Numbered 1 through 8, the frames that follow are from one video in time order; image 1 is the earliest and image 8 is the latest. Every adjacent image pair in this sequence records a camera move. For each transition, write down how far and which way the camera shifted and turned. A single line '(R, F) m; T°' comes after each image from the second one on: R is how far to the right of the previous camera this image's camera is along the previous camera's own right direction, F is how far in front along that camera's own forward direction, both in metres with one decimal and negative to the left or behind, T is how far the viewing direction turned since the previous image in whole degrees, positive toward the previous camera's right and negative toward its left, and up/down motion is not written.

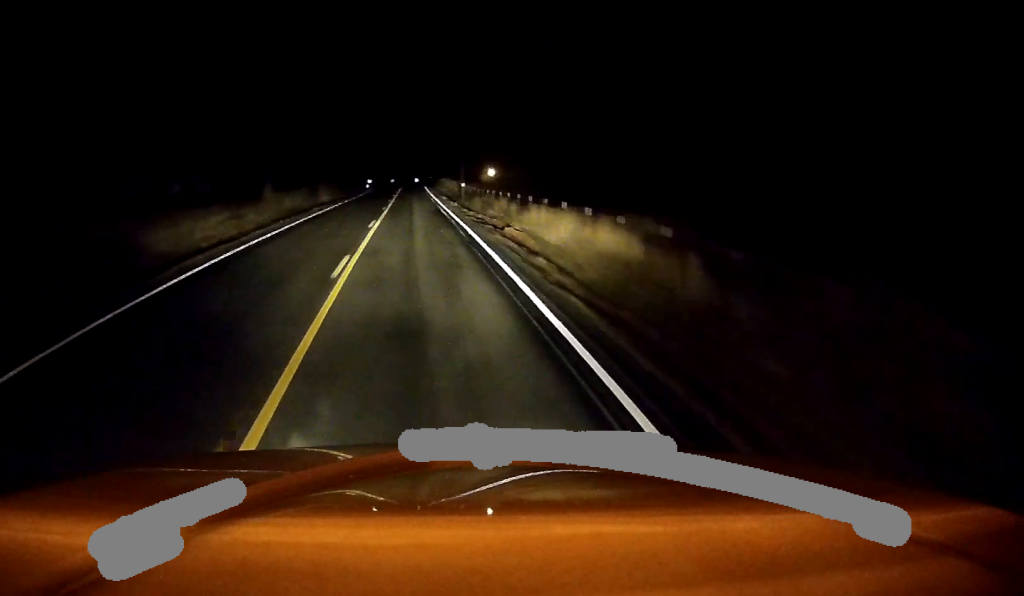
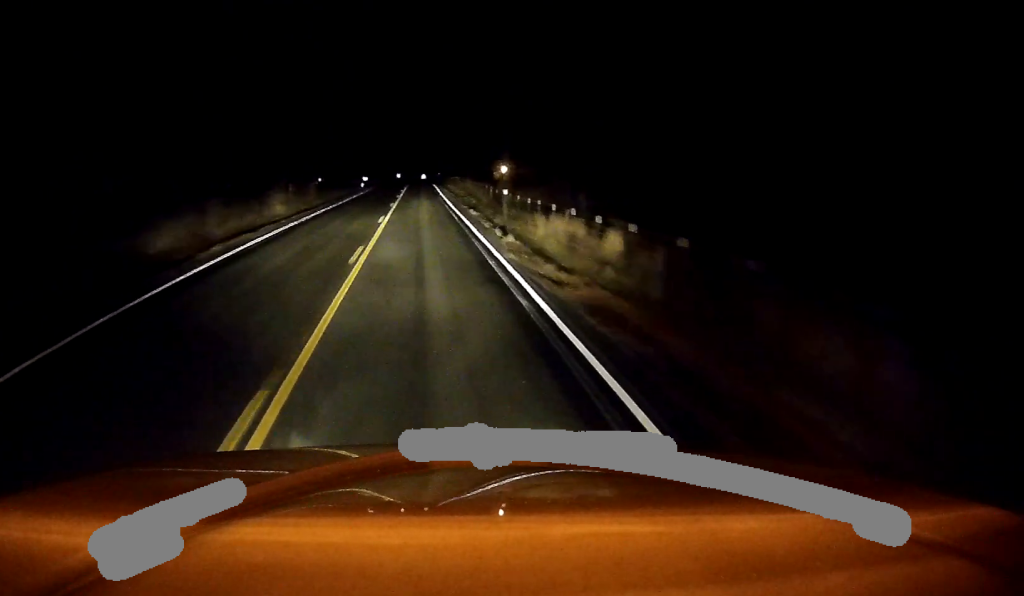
(-0.2, +25.0) m; 0°
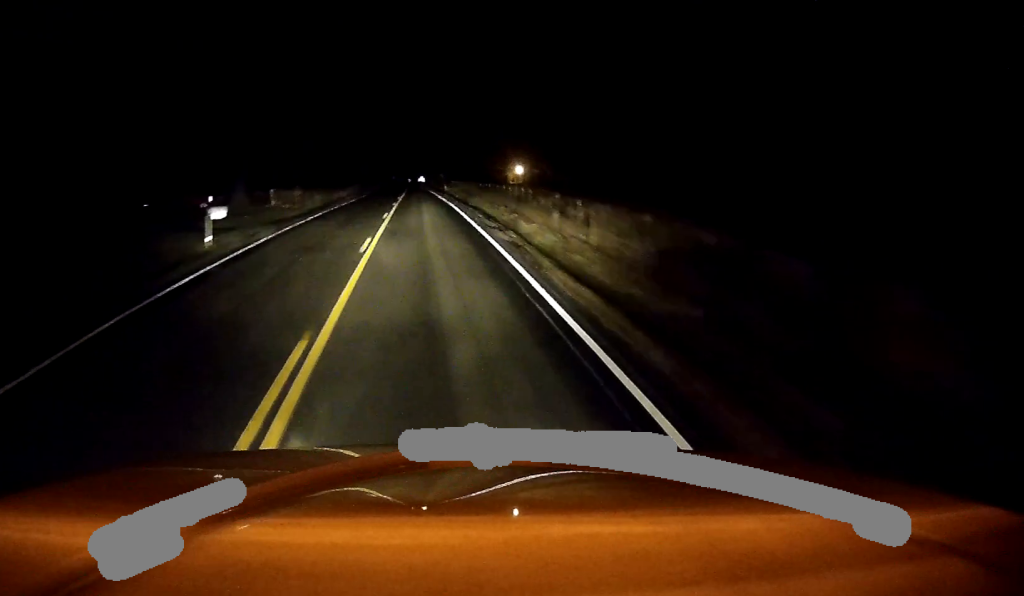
(+1.3, +62.8) m; +1°
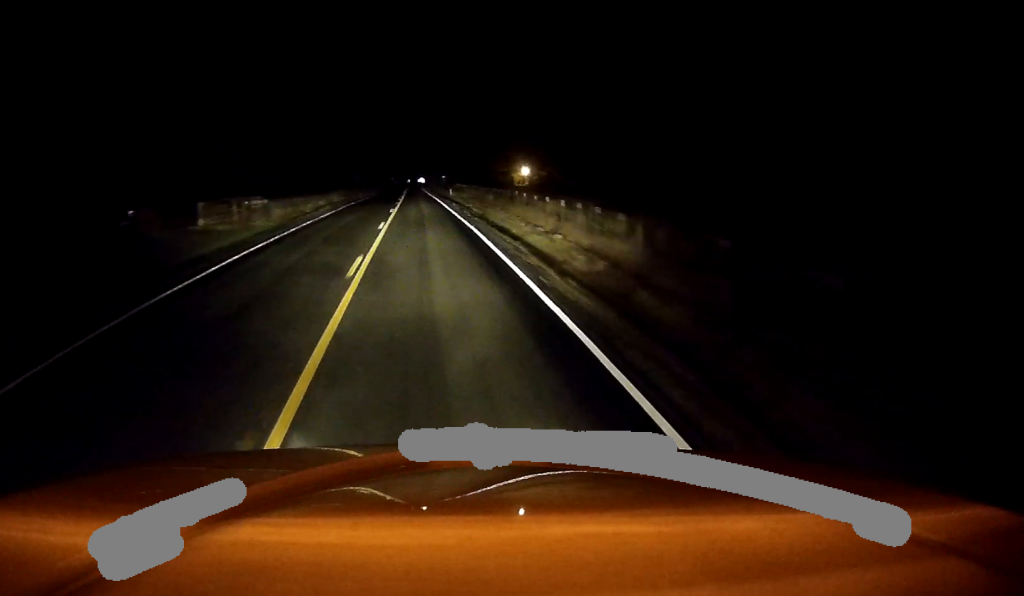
(-0.1, +14.3) m; -1°
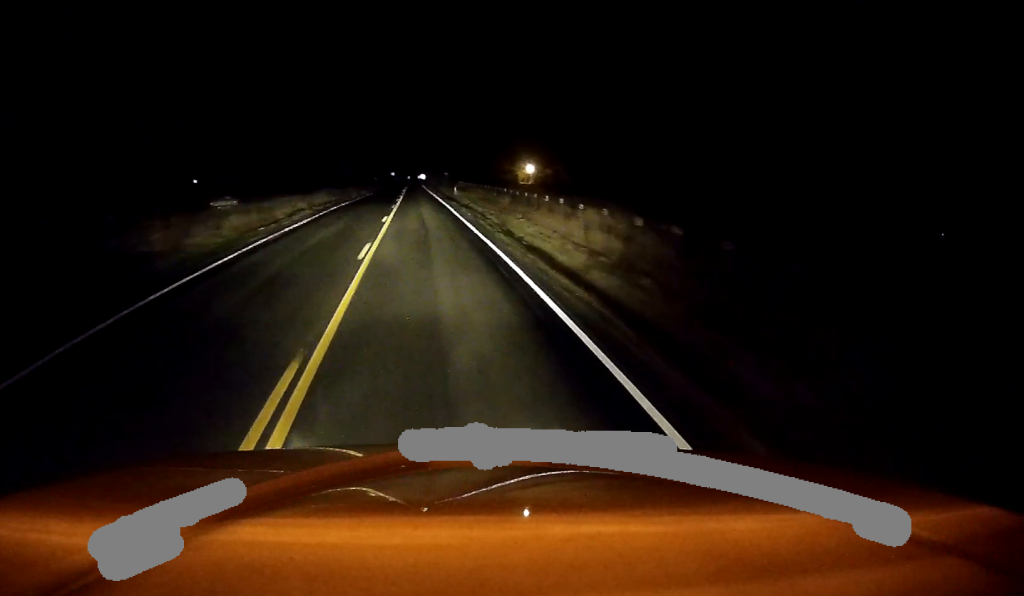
(0.0, +8.7) m; 0°
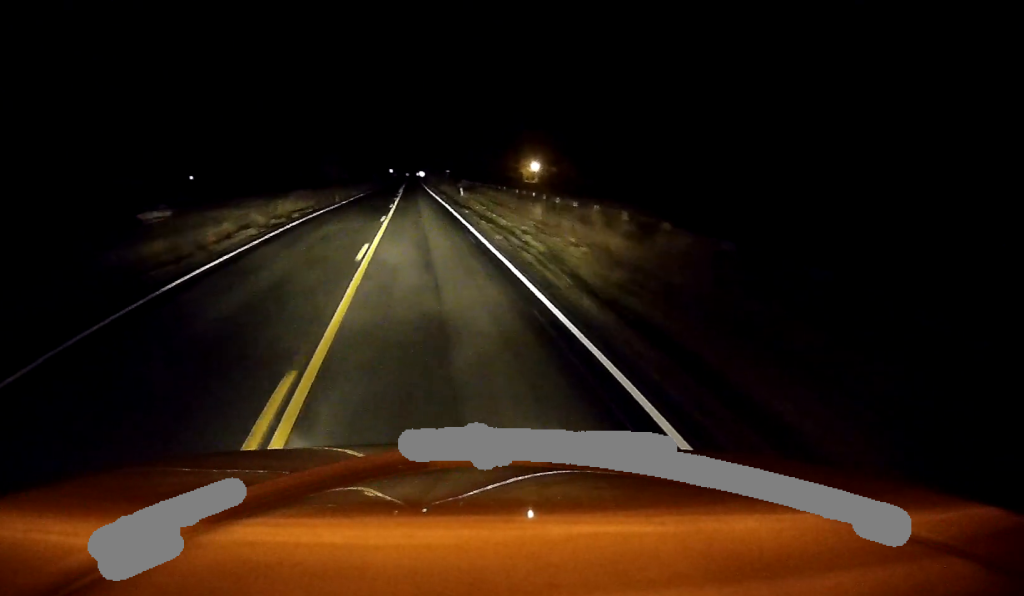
(0.0, +11.4) m; 0°
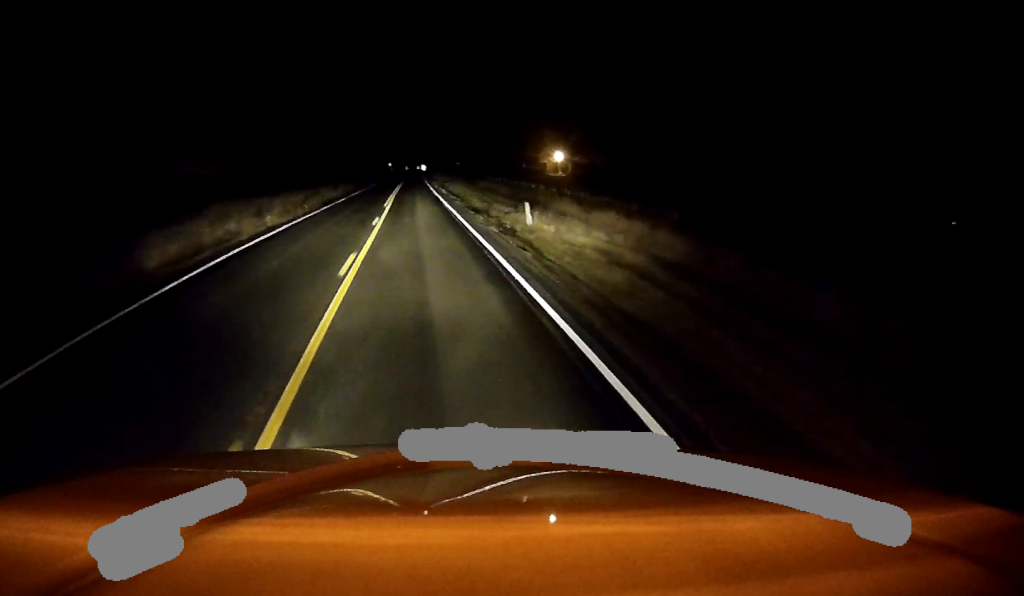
(+0.2, +38.1) m; 0°
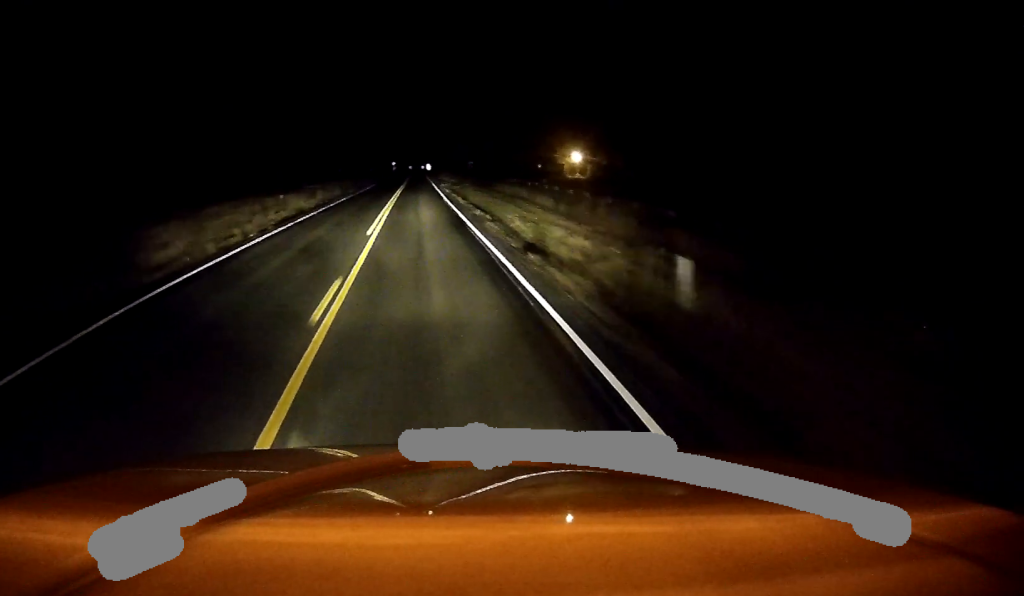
(-0.1, +17.0) m; -1°
